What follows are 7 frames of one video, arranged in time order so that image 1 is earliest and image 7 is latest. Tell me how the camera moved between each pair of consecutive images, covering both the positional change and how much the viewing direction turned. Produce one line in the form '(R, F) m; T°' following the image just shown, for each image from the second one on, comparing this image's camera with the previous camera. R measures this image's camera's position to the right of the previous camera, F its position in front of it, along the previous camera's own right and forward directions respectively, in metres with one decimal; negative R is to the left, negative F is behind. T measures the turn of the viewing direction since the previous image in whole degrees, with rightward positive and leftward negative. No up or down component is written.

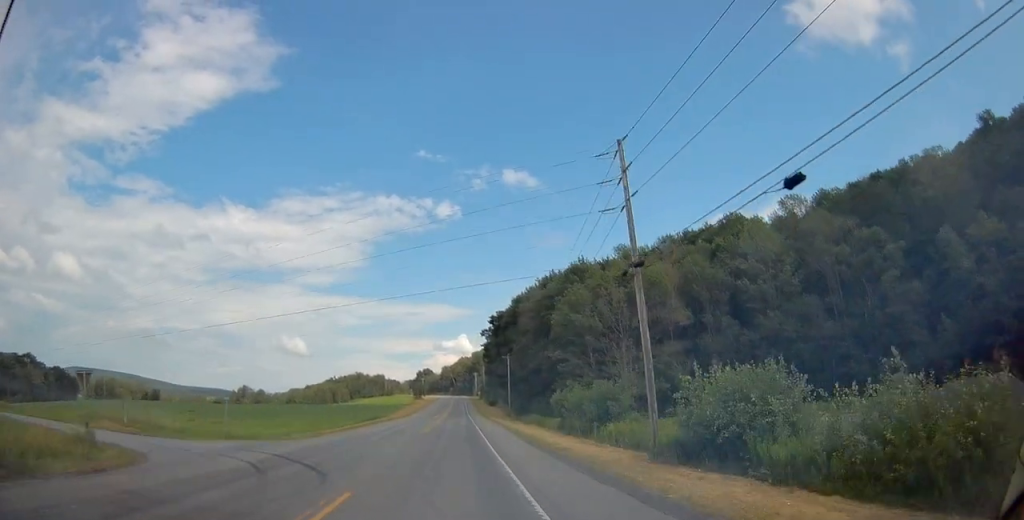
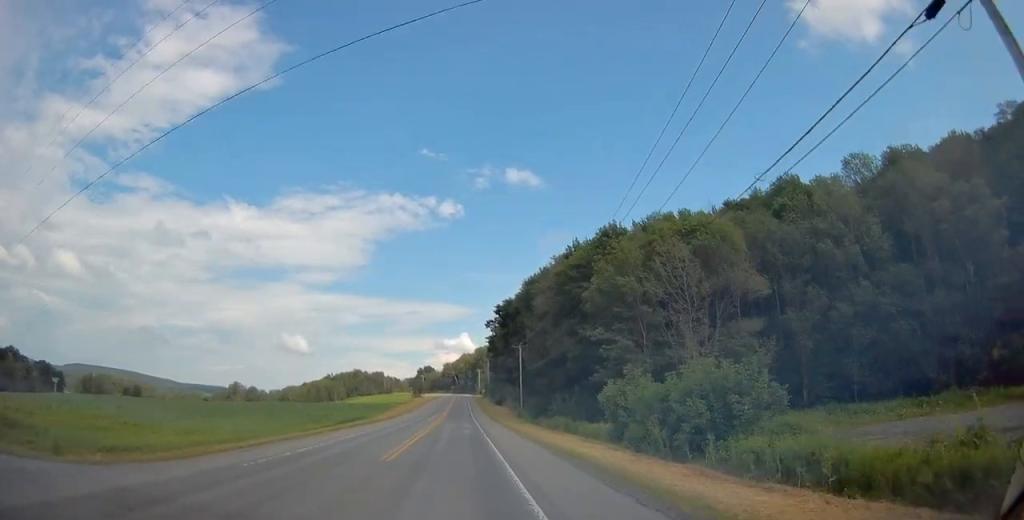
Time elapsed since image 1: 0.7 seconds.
(0.0, +18.7) m; 0°
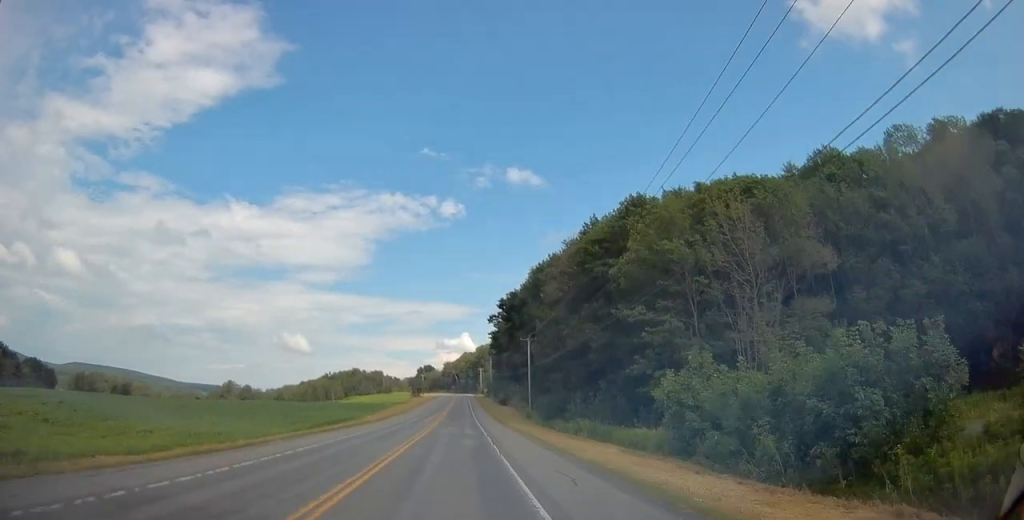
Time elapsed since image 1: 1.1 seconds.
(0.0, +10.7) m; 0°
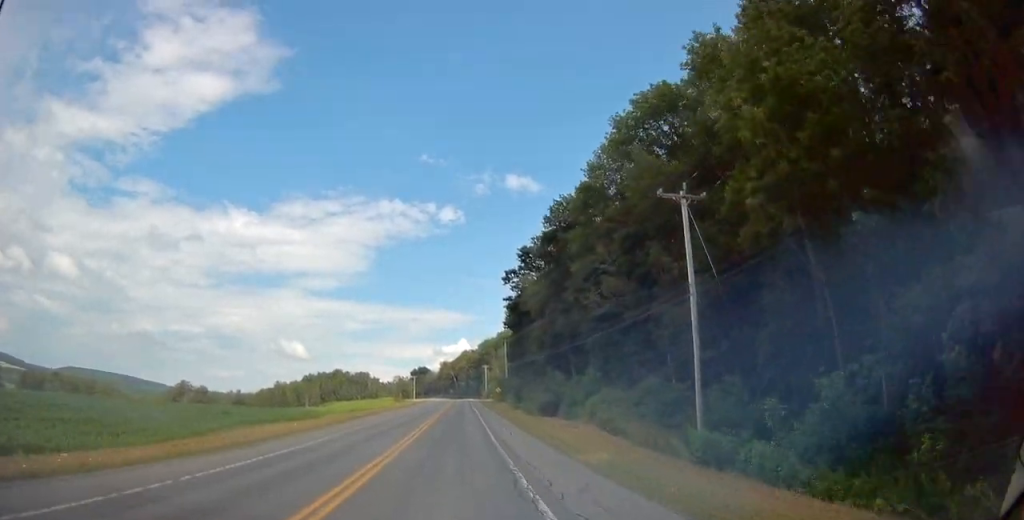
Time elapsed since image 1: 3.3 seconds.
(-0.5, +59.3) m; -1°
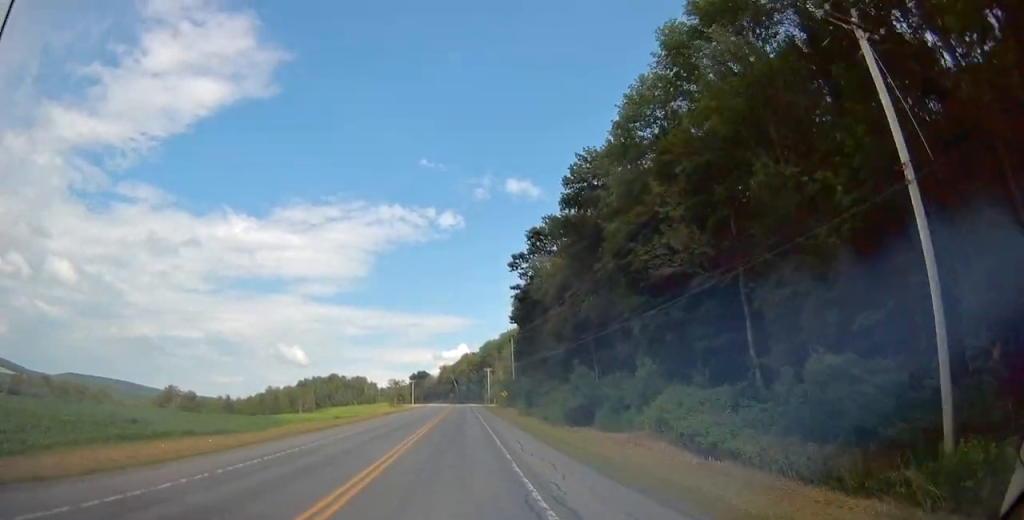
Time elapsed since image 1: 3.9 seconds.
(+0.2, +14.0) m; 0°
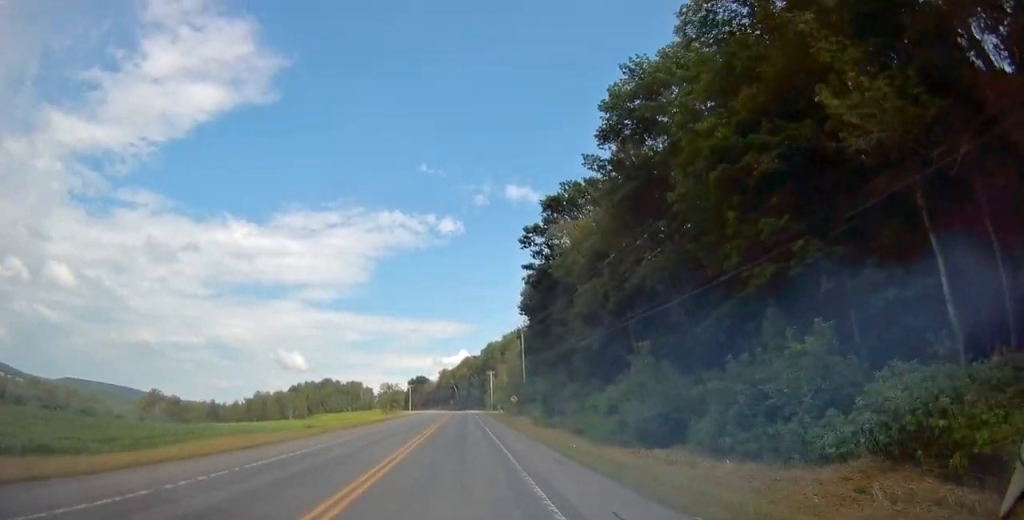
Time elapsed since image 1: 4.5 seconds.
(-0.4, +16.7) m; 0°
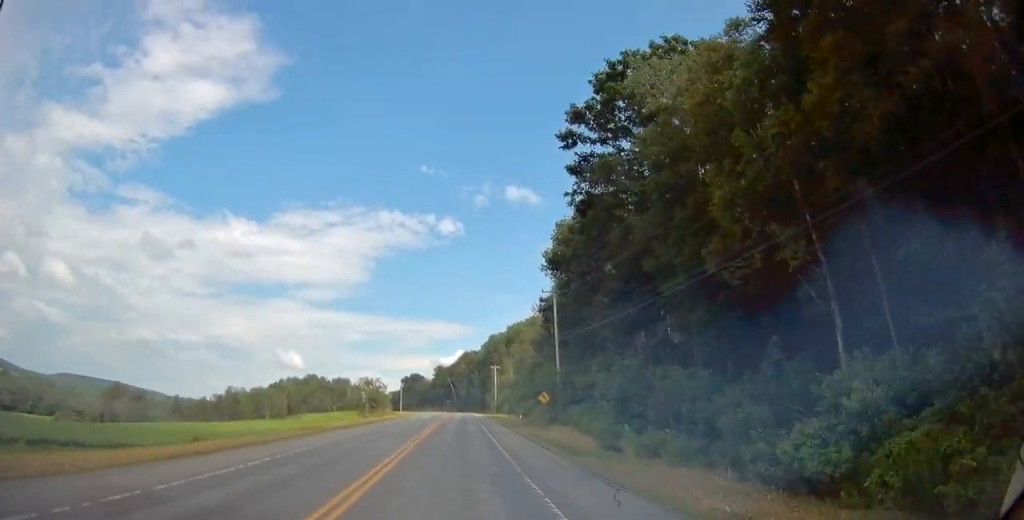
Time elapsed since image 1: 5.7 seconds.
(+0.3, +30.5) m; +1°
